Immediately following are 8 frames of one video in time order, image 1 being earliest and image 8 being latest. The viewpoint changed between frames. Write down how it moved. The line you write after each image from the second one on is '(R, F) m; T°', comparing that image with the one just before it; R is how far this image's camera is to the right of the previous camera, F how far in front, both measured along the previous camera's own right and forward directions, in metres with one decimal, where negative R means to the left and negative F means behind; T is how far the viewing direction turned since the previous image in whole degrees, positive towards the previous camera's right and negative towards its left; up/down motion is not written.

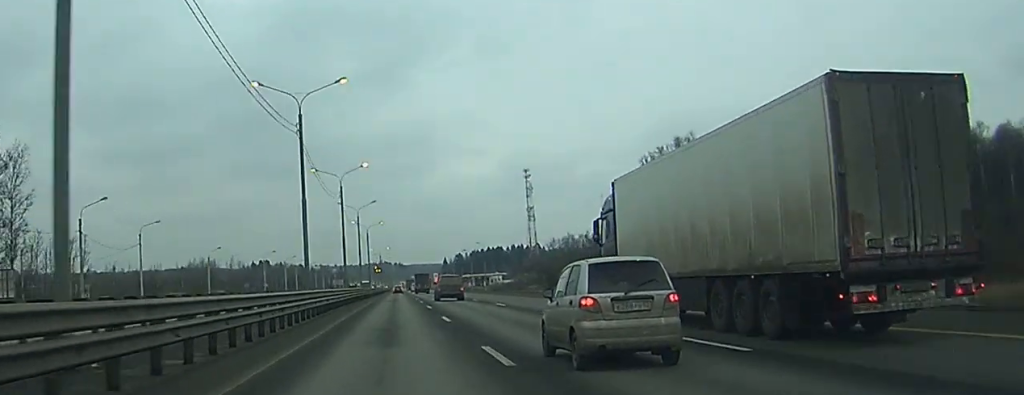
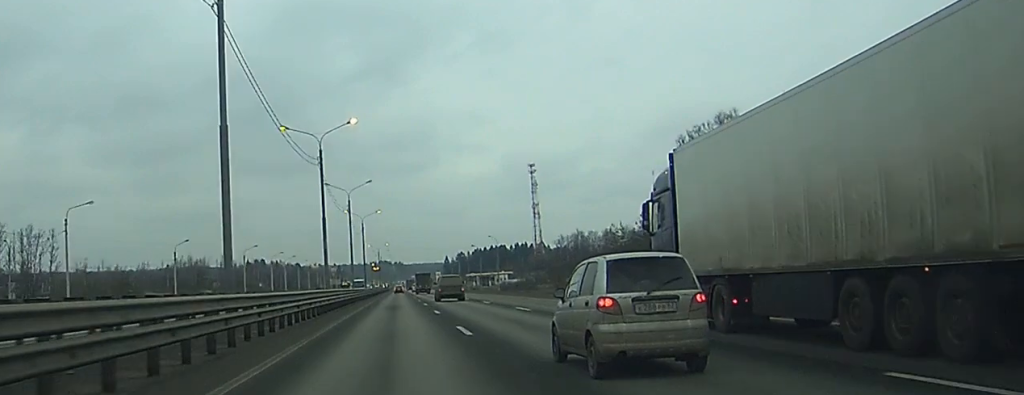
(0.0, +23.3) m; 0°
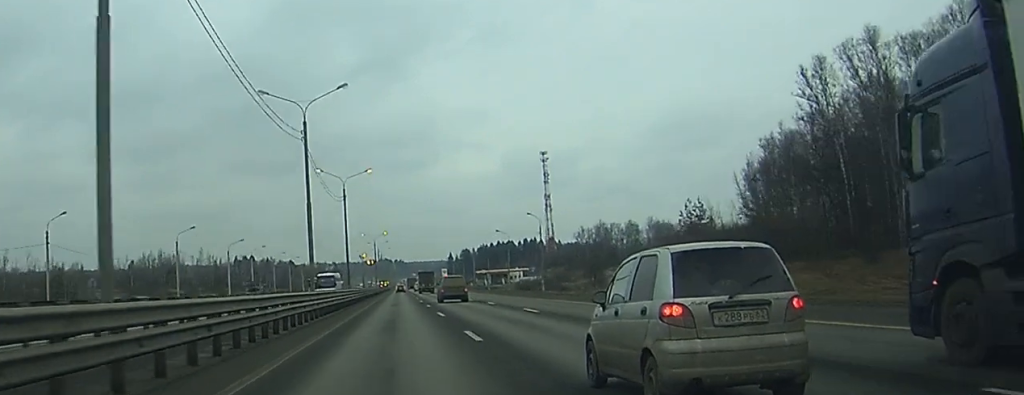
(0.0, +48.8) m; 0°
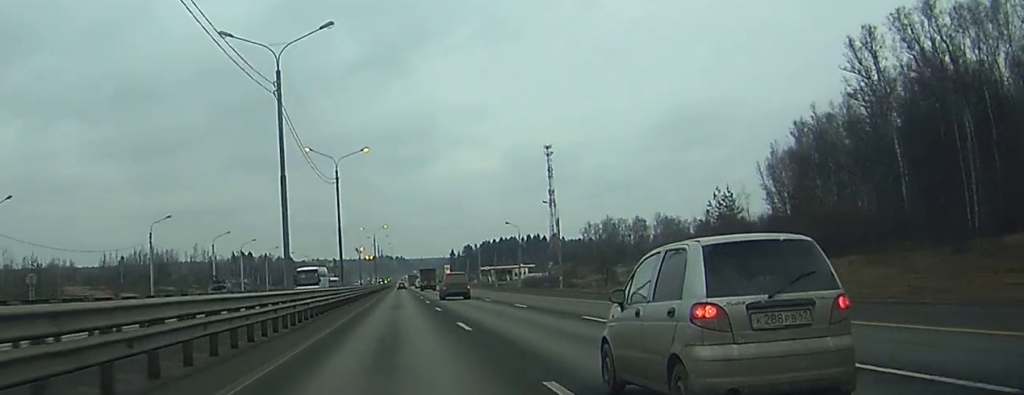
(0.0, +12.4) m; 0°
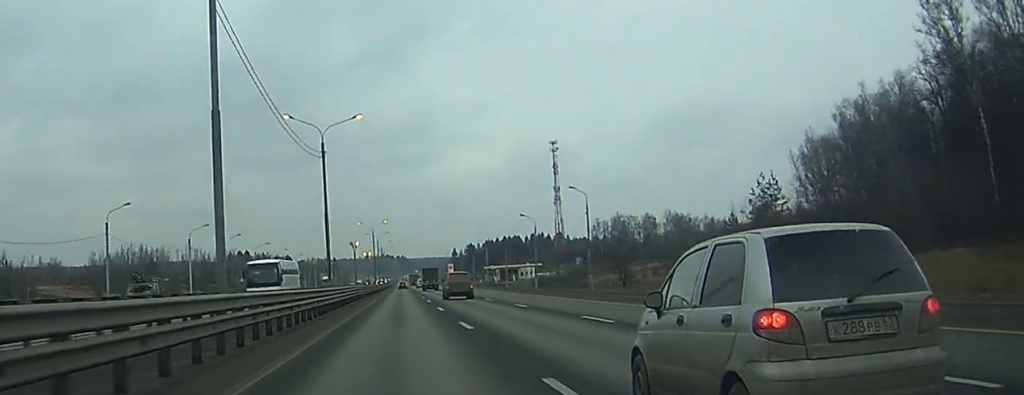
(0.0, +15.5) m; 0°
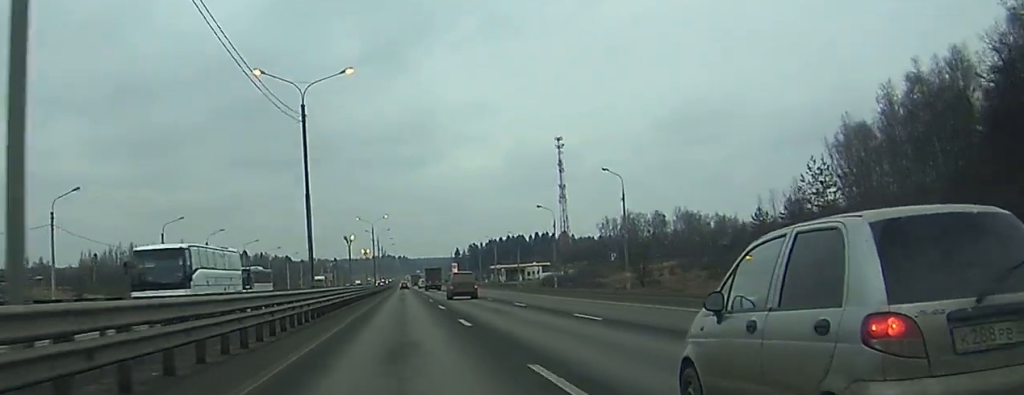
(0.0, +14.6) m; 0°
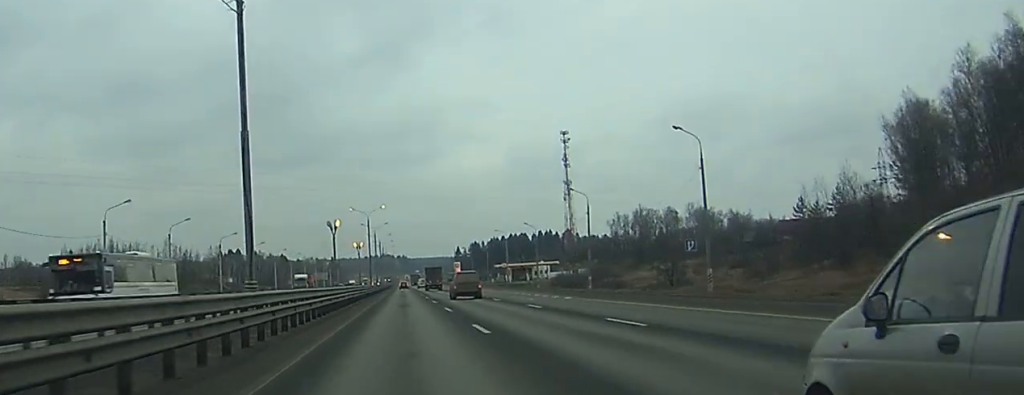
(0.0, +19.9) m; 0°
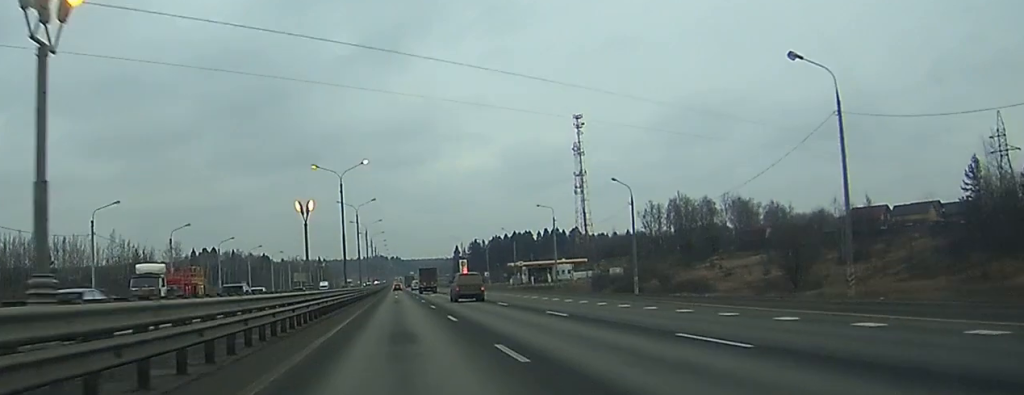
(+0.1, +55.8) m; 0°
